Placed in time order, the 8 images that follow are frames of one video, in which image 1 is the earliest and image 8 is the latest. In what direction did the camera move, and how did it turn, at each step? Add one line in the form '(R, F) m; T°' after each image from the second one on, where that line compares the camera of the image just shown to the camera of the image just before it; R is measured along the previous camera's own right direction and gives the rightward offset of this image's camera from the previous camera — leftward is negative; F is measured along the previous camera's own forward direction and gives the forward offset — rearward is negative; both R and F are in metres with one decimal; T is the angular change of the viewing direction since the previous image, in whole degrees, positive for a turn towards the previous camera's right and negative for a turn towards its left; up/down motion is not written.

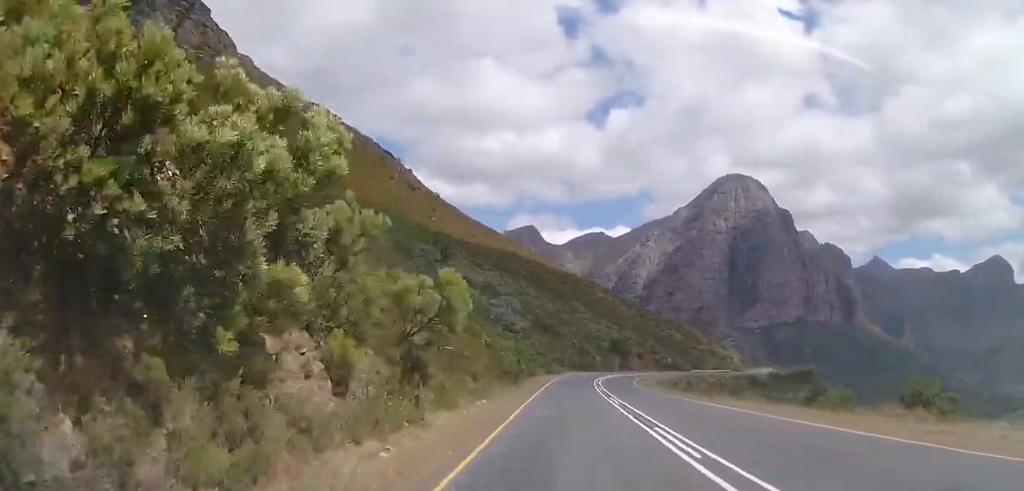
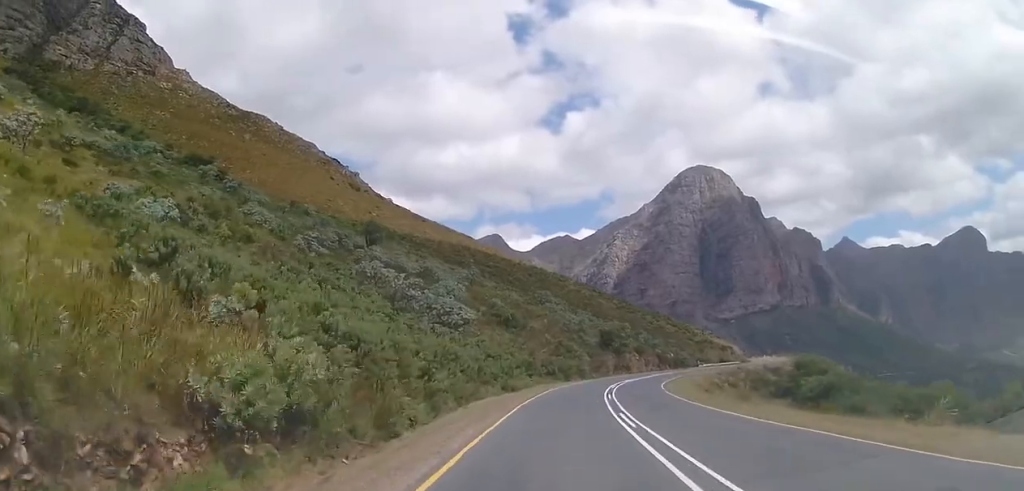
(+0.9, +29.6) m; +5°
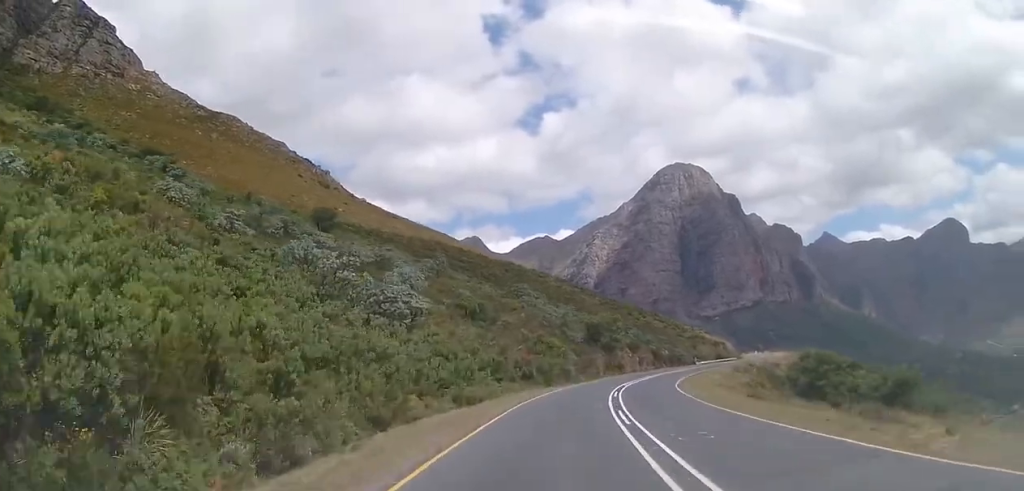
(+0.4, +11.9) m; +2°
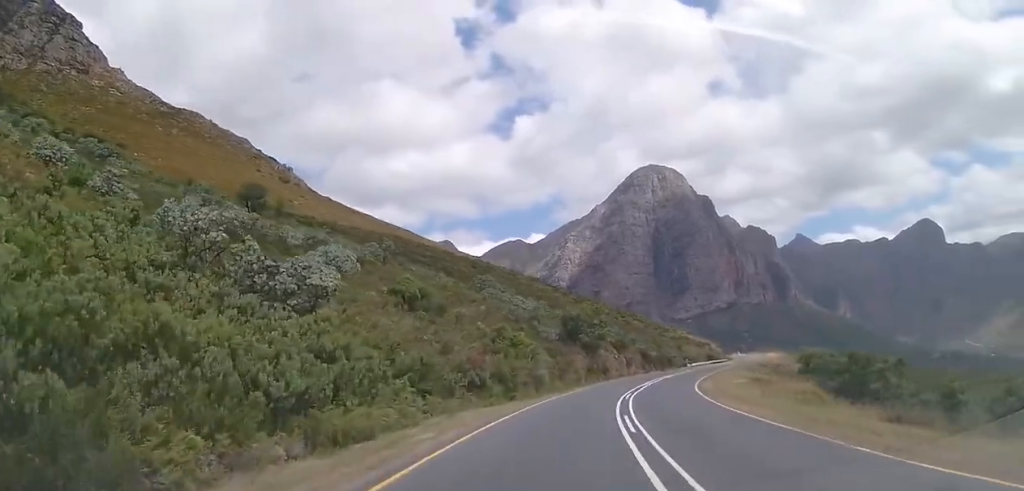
(+0.3, +13.3) m; +3°
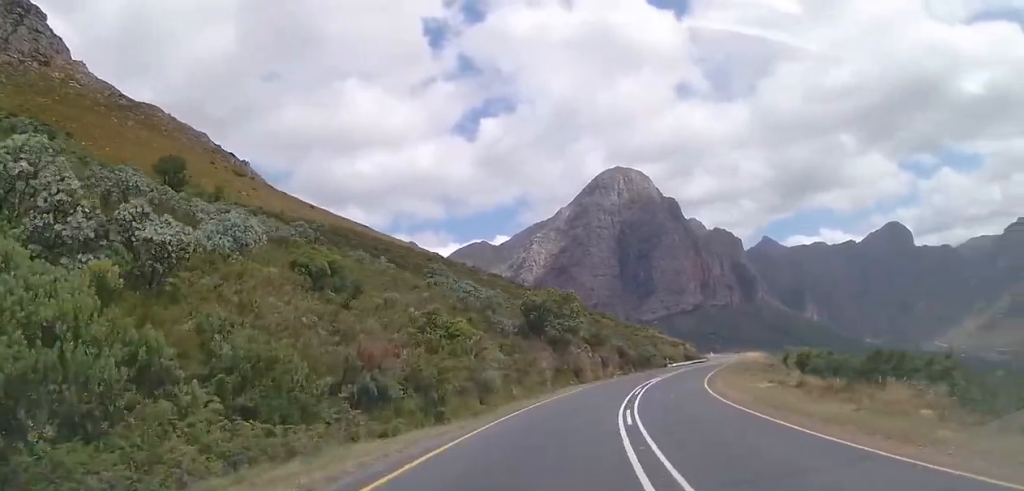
(+0.1, +10.8) m; +2°
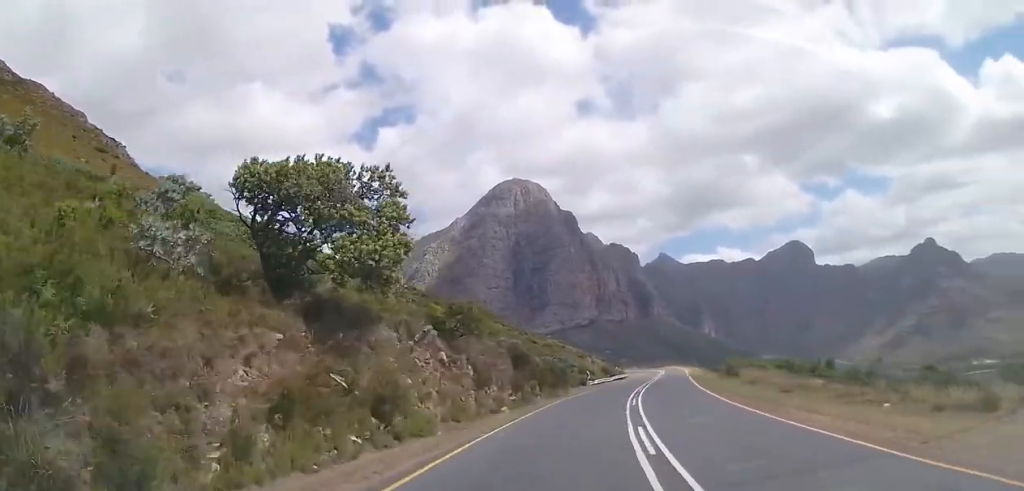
(+2.2, +28.6) m; +9°
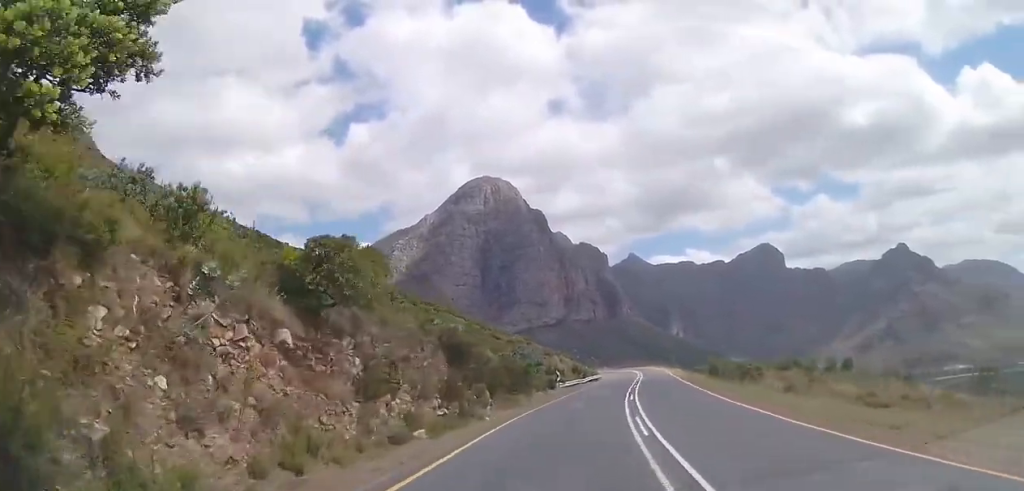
(+0.1, +10.0) m; +4°
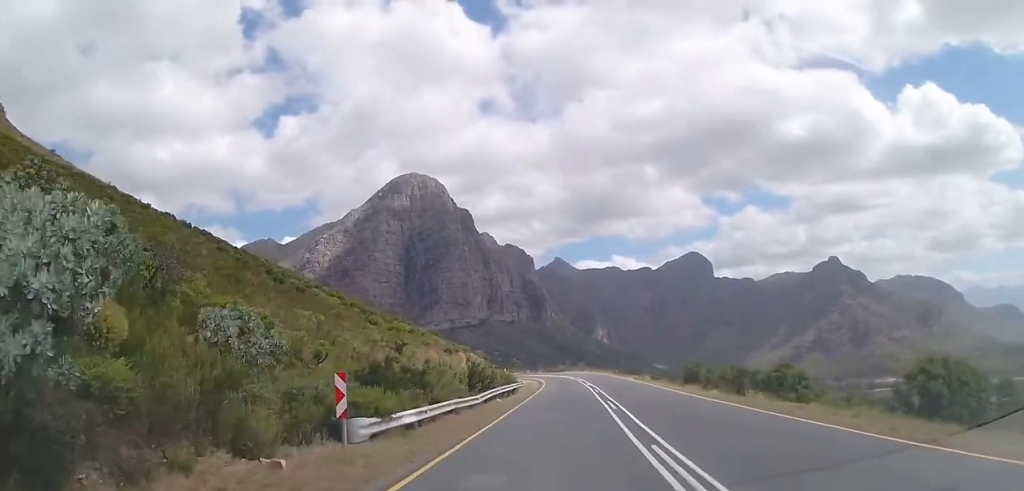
(+2.6, +31.5) m; +7°
